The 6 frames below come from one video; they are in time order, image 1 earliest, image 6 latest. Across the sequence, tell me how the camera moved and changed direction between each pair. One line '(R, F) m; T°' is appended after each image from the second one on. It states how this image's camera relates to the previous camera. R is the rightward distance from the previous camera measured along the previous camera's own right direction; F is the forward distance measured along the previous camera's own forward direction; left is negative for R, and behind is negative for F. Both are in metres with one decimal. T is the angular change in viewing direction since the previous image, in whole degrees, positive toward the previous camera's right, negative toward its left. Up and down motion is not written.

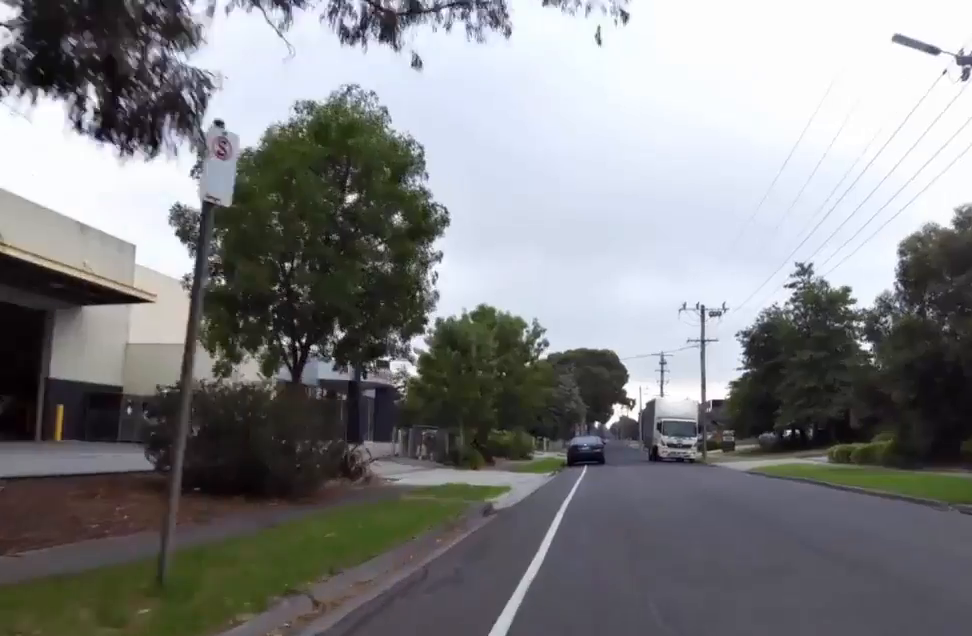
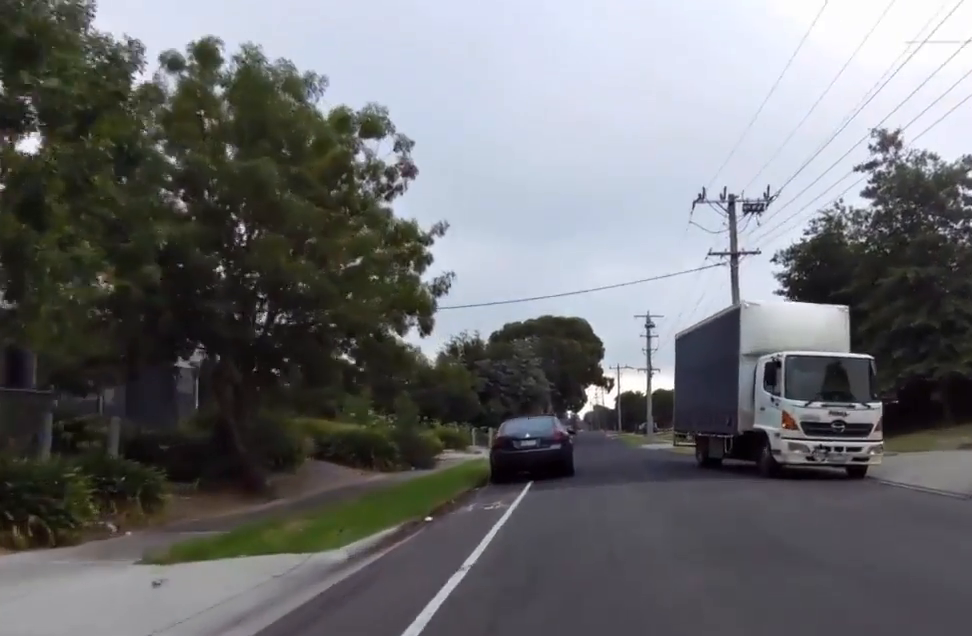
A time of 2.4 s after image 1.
(+0.5, +20.5) m; +2°
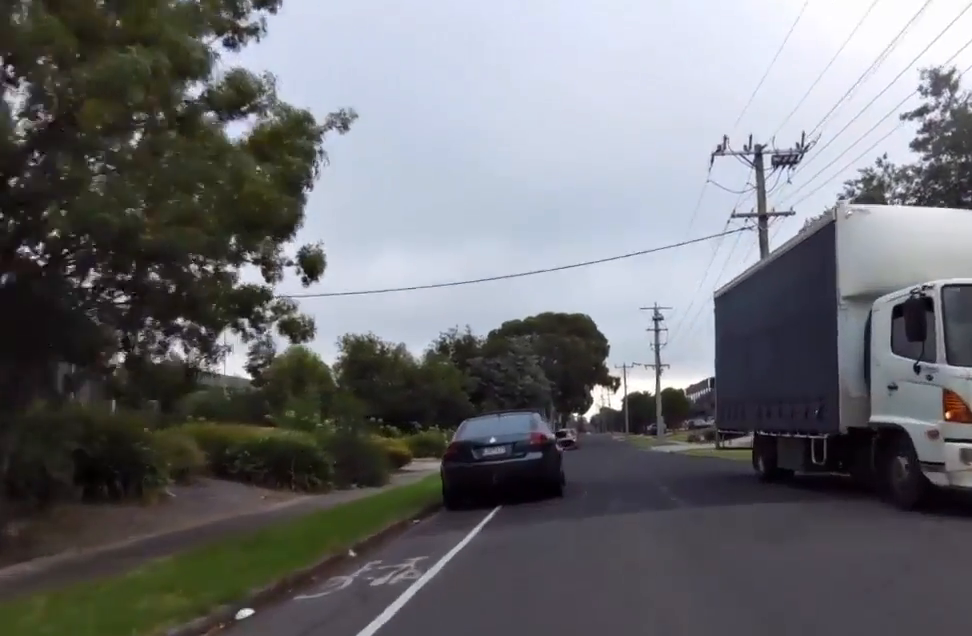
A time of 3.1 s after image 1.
(+0.4, +5.6) m; +4°
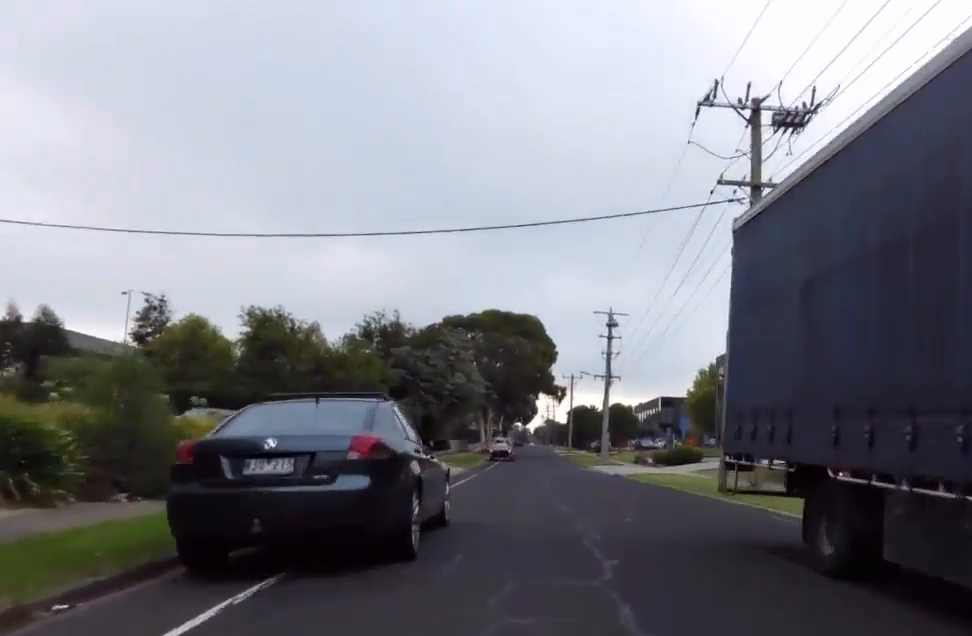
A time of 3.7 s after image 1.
(0.0, +5.9) m; -4°
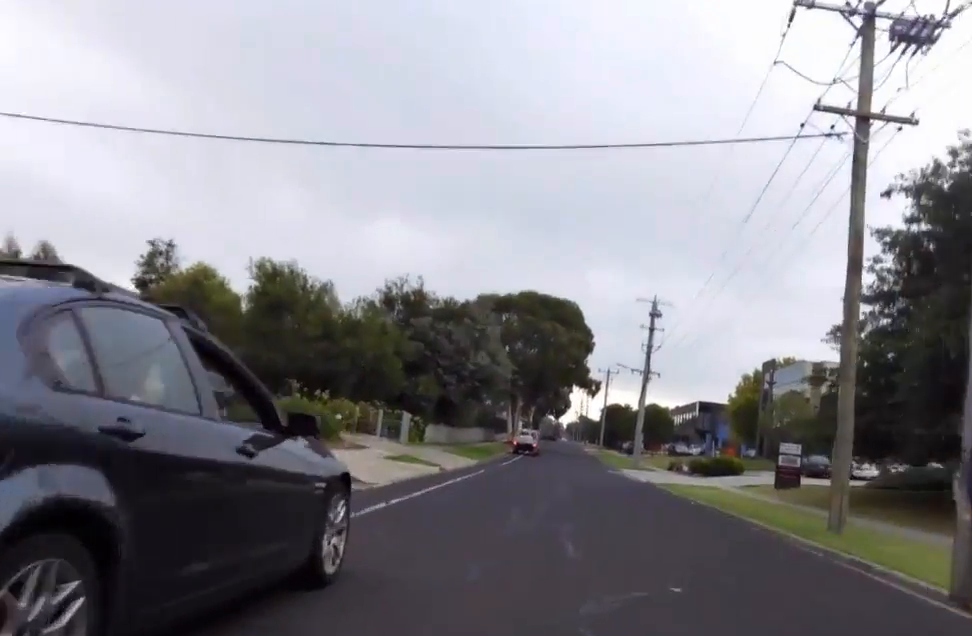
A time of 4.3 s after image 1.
(-0.1, +4.8) m; -1°
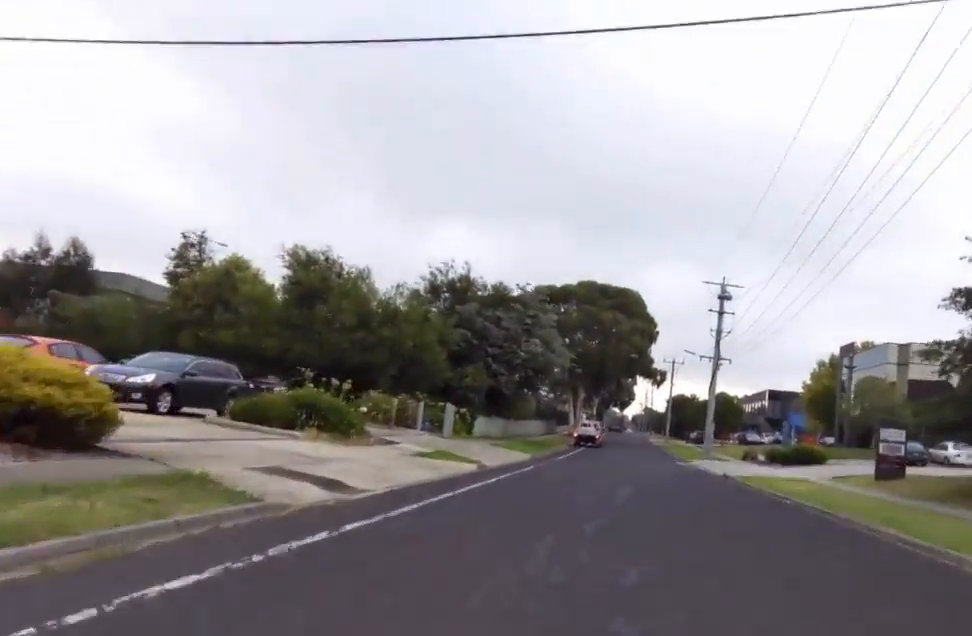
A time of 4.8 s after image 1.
(-0.4, +4.5) m; 0°
